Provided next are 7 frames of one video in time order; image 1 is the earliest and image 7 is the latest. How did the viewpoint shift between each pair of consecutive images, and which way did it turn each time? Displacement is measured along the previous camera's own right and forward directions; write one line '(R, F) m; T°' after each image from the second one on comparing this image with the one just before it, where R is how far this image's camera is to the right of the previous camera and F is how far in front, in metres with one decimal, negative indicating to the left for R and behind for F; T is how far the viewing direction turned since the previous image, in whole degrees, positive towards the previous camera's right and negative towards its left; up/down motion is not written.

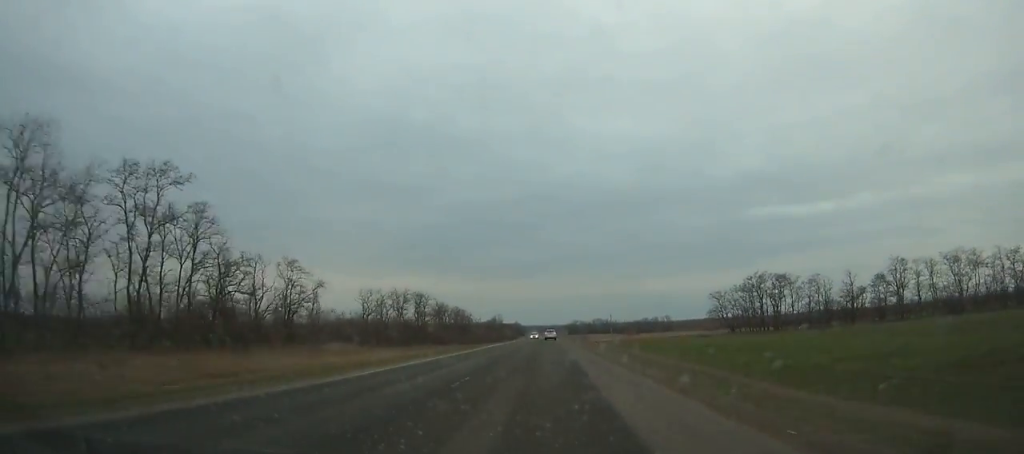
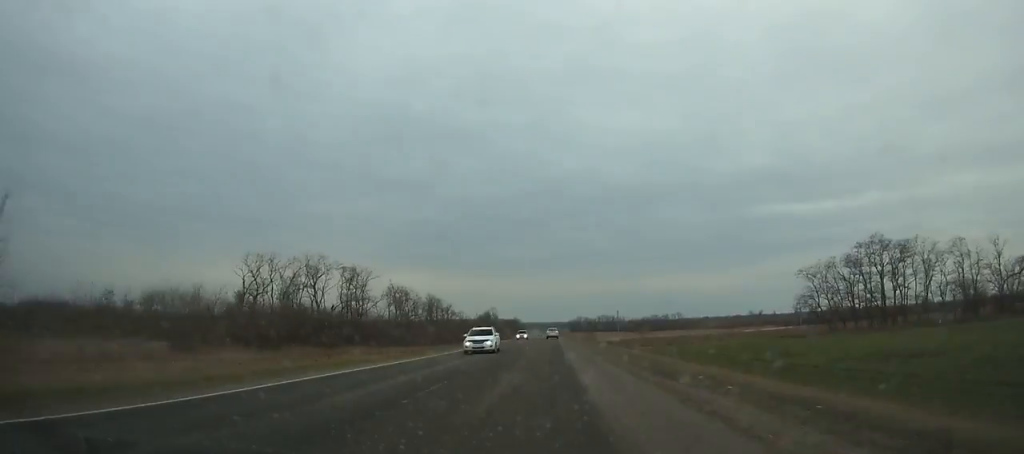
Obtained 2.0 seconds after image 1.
(0.0, +49.2) m; 0°
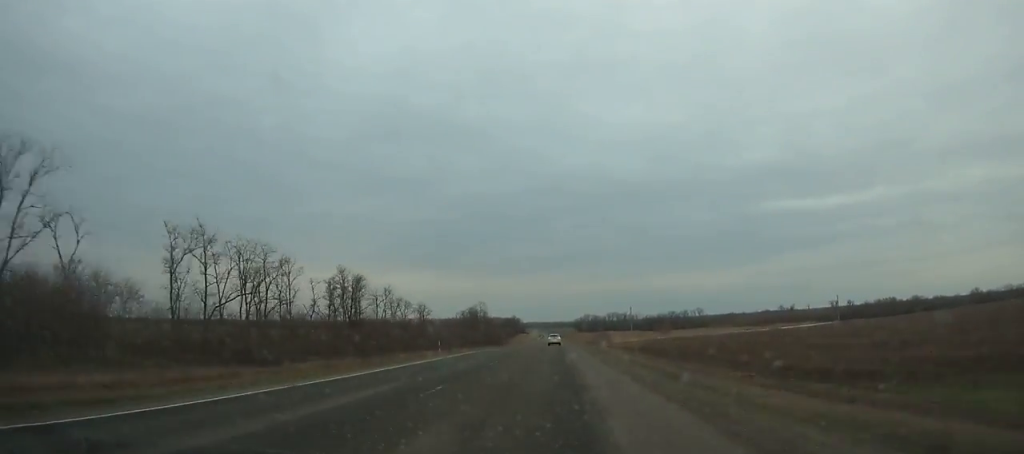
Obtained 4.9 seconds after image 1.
(-0.2, +71.1) m; 0°
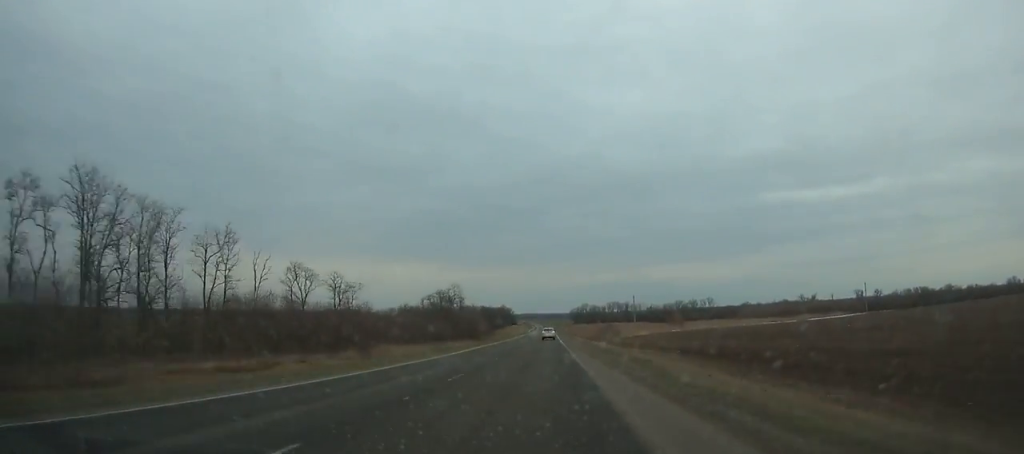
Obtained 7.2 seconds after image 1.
(-0.1, +56.6) m; 0°
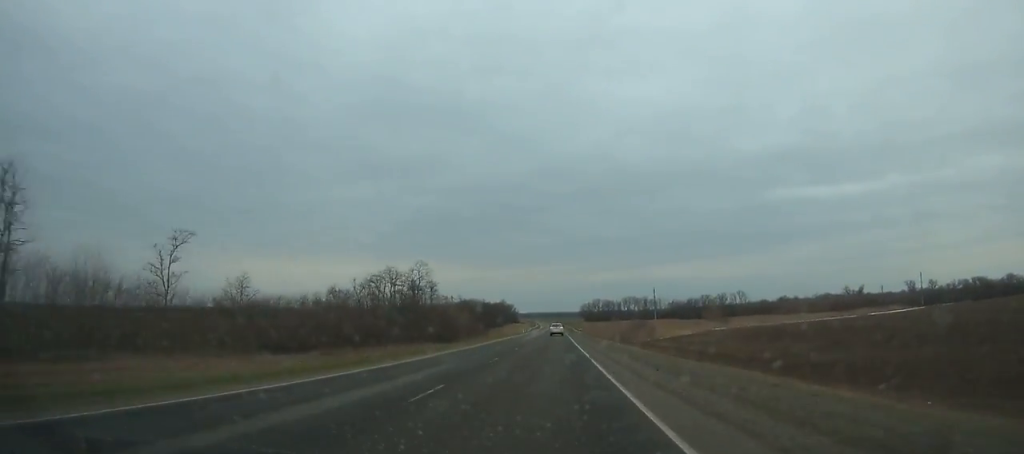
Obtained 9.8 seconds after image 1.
(0.0, +64.2) m; 0°
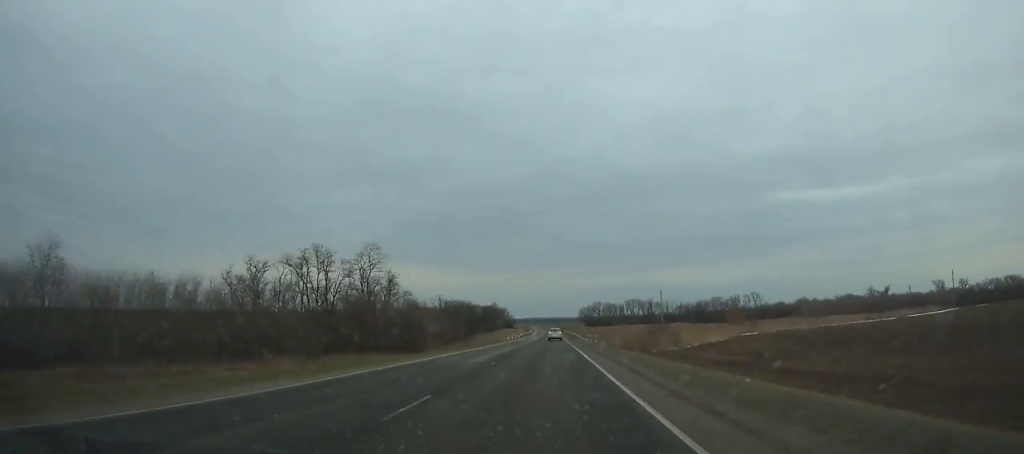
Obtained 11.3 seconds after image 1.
(+0.1, +37.3) m; 0°
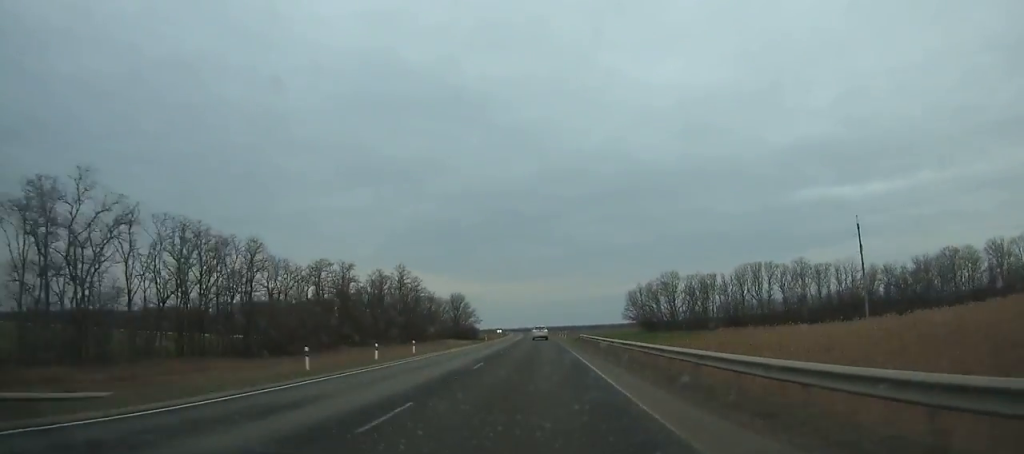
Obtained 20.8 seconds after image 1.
(-2.4, +233.7) m; -2°
